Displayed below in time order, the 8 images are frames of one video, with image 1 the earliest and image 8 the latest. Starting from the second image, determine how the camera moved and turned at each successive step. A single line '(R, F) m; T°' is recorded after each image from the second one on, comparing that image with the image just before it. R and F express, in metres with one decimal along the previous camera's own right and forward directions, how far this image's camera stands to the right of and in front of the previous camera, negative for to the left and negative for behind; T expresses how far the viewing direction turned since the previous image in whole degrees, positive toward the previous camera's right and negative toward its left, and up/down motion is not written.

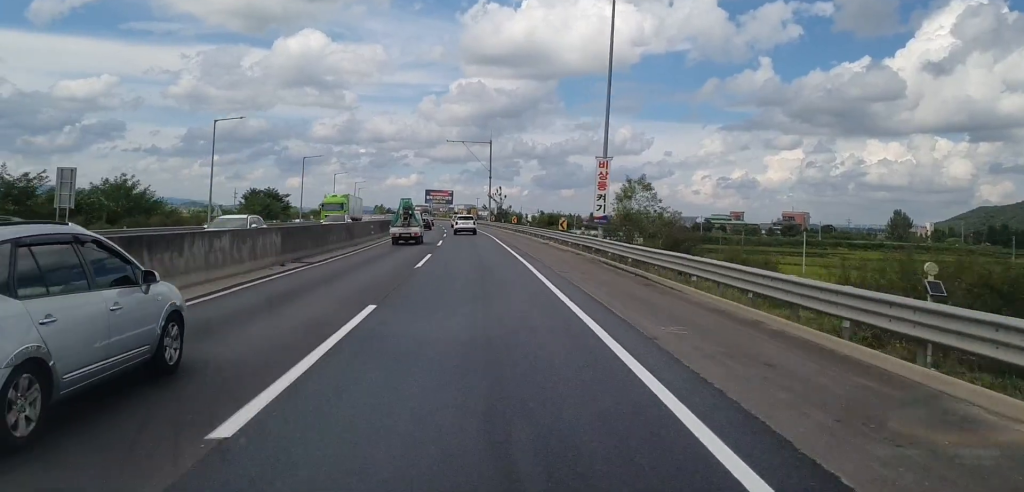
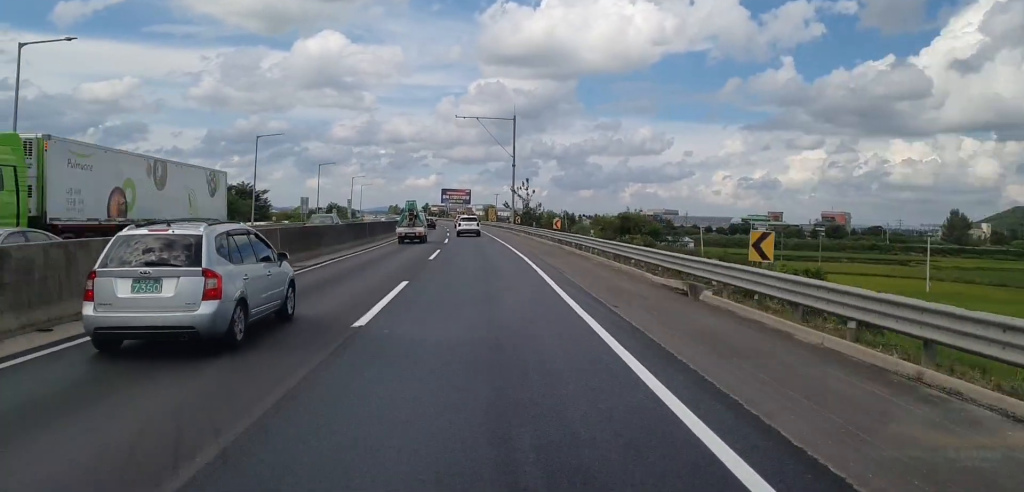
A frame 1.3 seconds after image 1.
(+0.1, +31.9) m; -1°
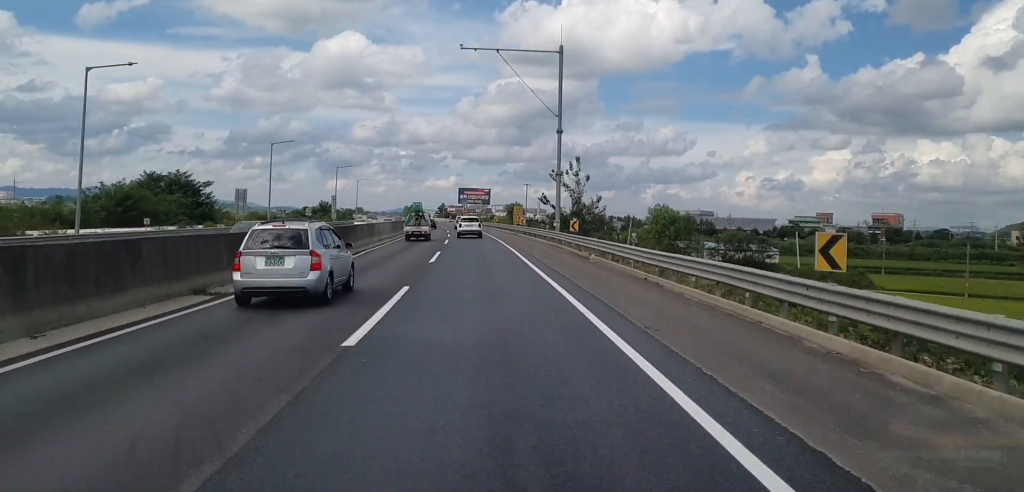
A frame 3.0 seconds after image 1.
(-0.9, +39.0) m; -1°
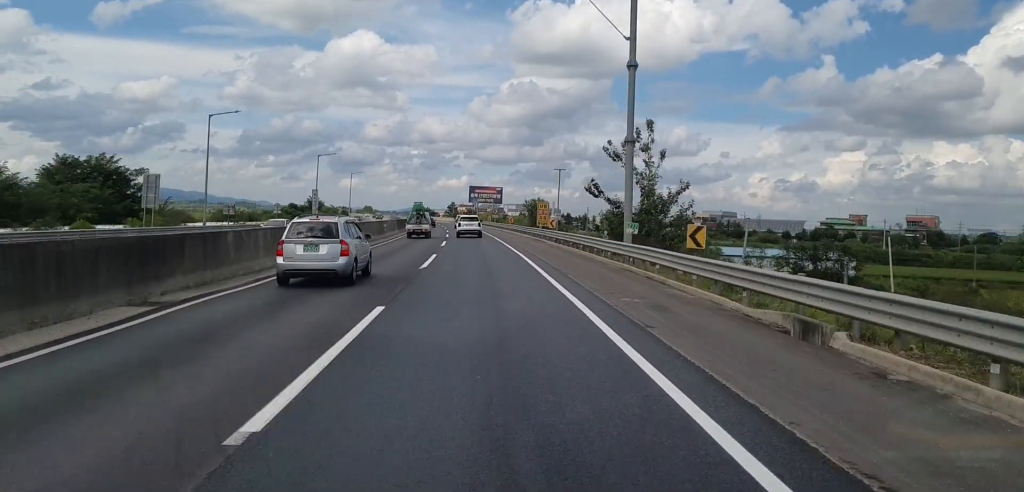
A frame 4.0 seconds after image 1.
(+0.1, +23.9) m; -1°
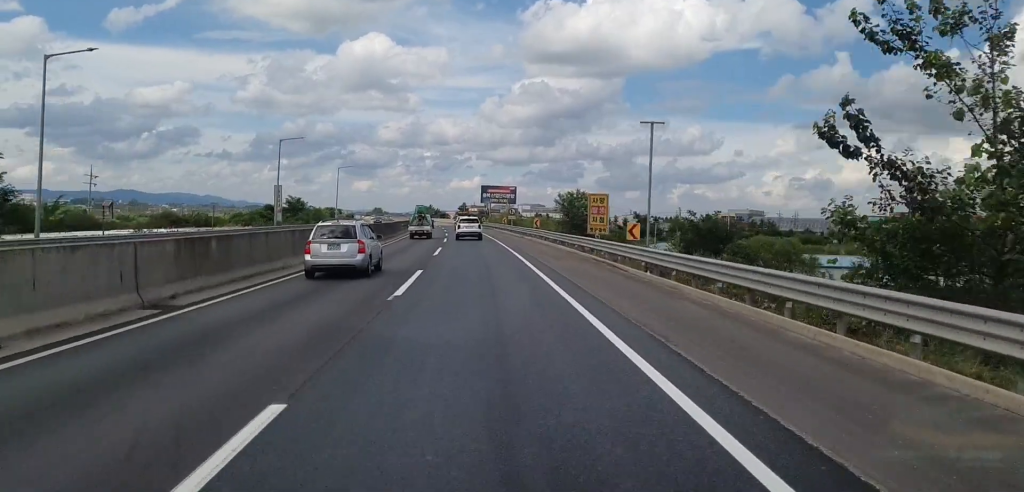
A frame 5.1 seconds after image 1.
(-0.5, +26.3) m; -2°
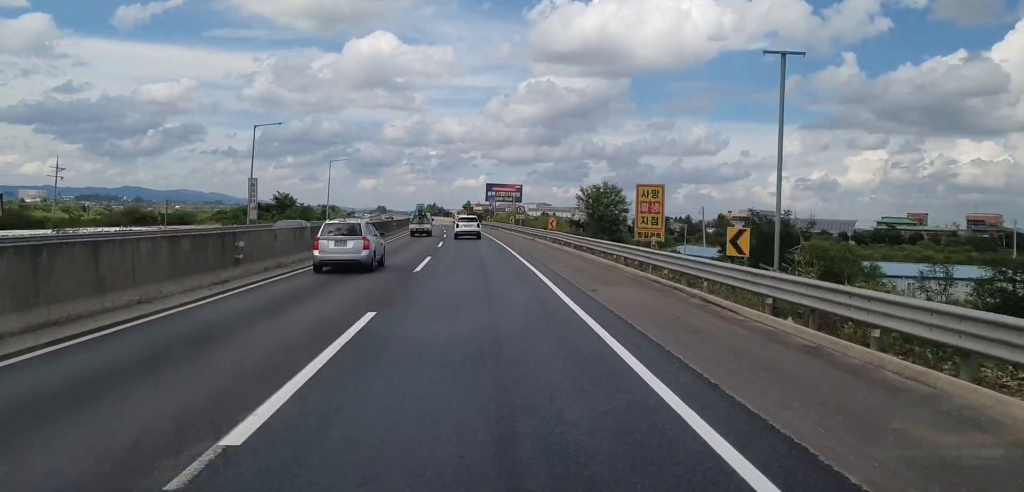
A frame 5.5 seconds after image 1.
(-0.1, +11.2) m; -1°
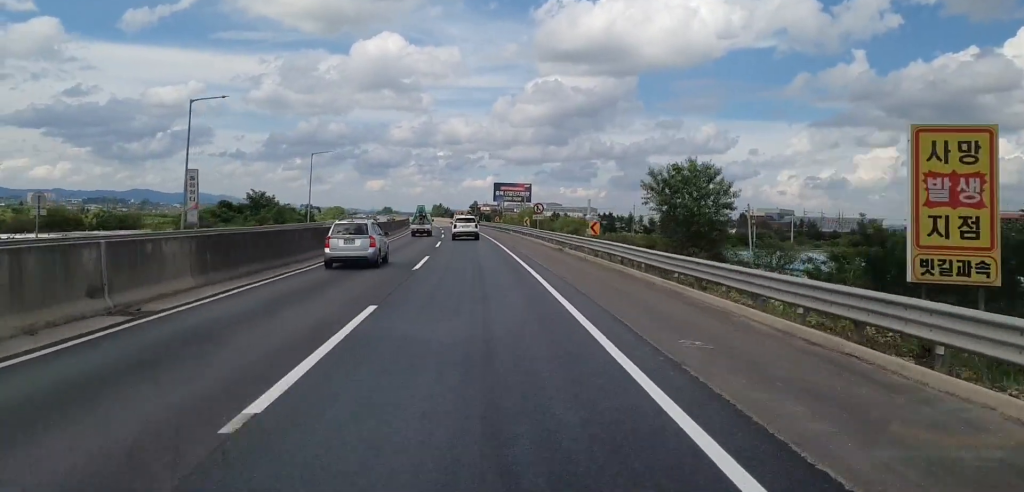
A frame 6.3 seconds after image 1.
(0.0, +17.5) m; 0°
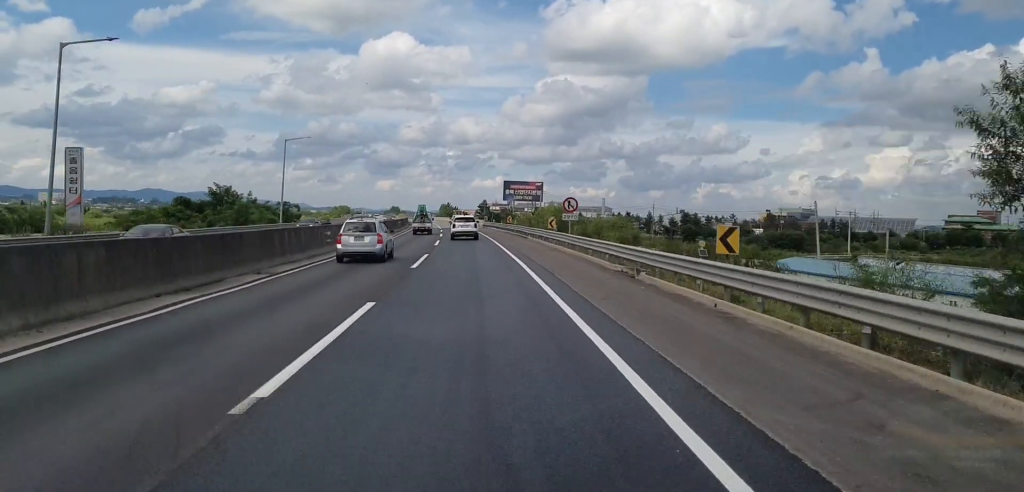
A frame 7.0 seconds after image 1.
(0.0, +18.4) m; 0°
